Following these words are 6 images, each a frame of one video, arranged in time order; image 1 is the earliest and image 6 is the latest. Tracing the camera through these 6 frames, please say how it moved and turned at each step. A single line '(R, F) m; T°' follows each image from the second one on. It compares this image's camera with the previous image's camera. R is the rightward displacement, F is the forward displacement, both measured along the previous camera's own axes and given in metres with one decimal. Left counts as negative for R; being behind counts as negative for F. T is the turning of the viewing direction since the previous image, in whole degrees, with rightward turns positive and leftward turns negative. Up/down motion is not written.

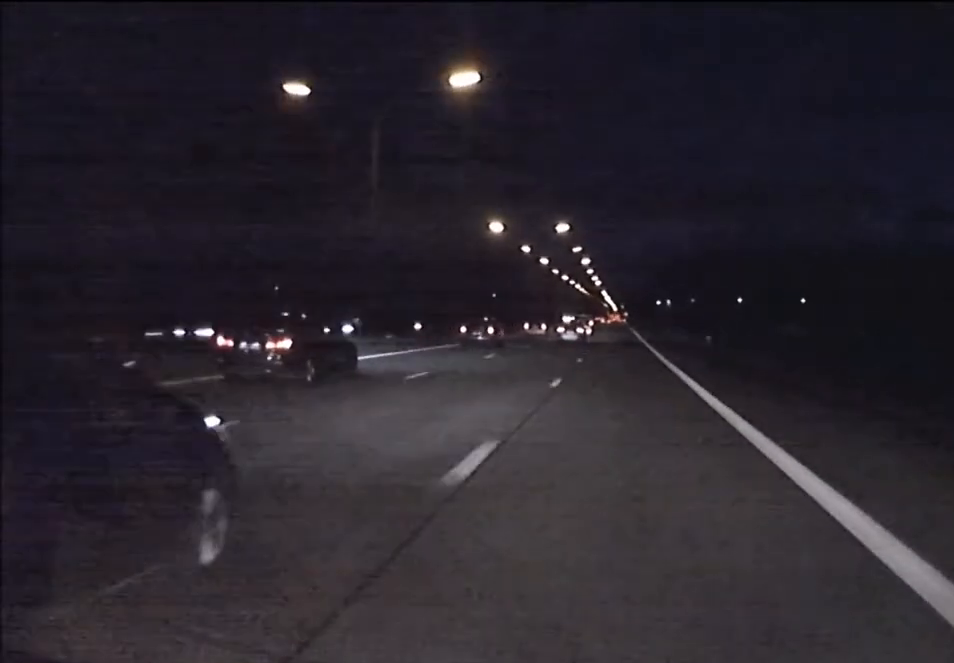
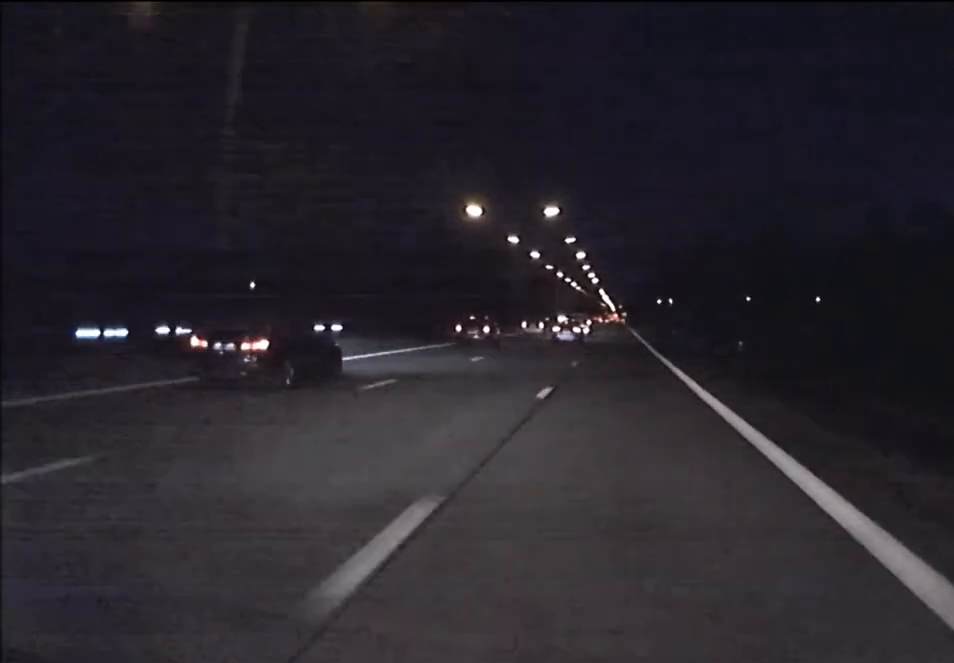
(0.0, +14.6) m; 0°
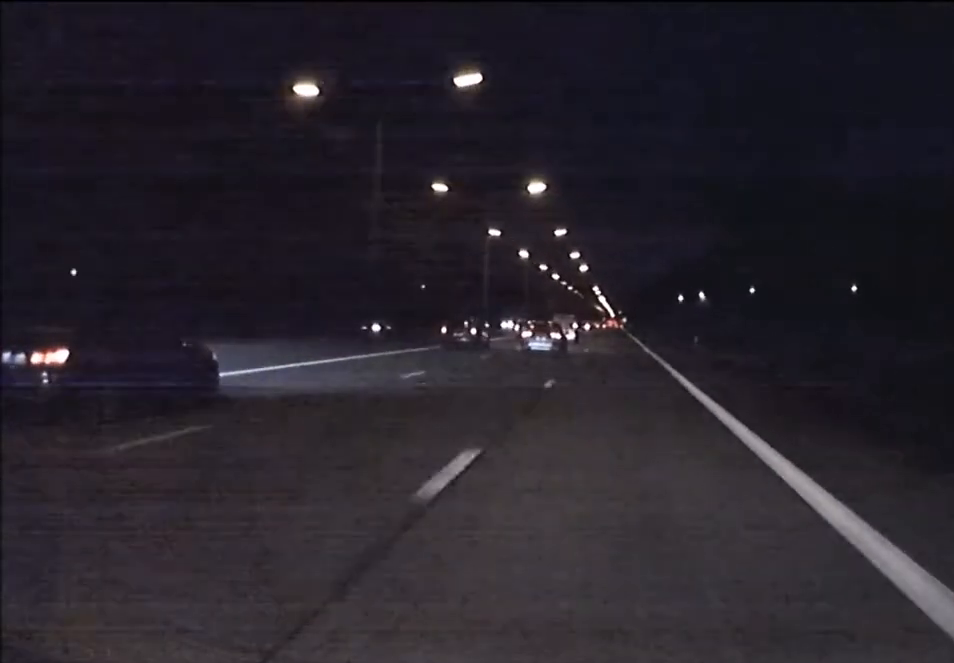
(+0.3, +84.9) m; 0°
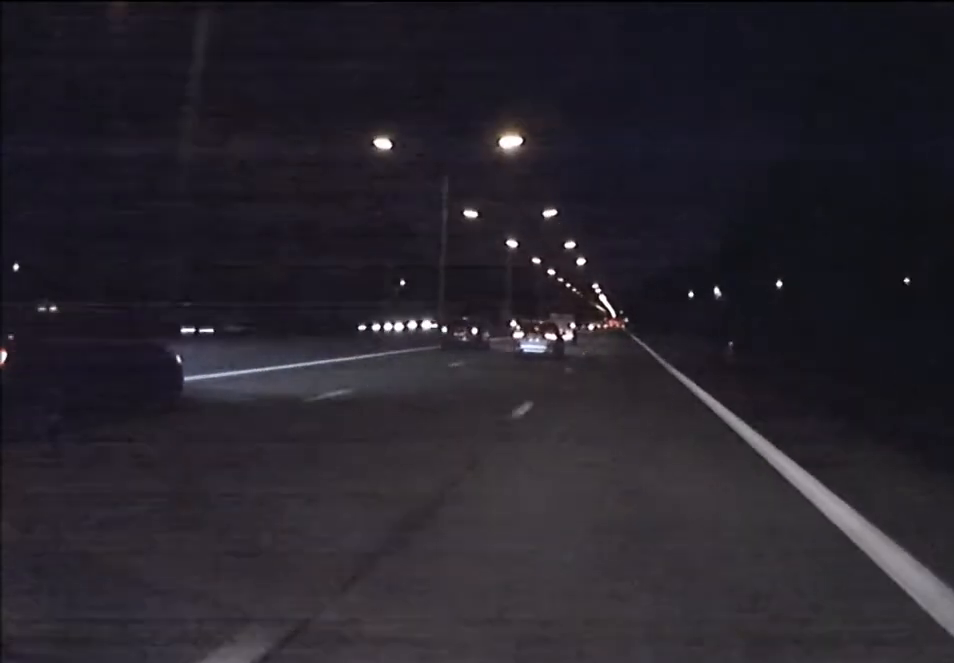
(0.0, +18.9) m; 0°
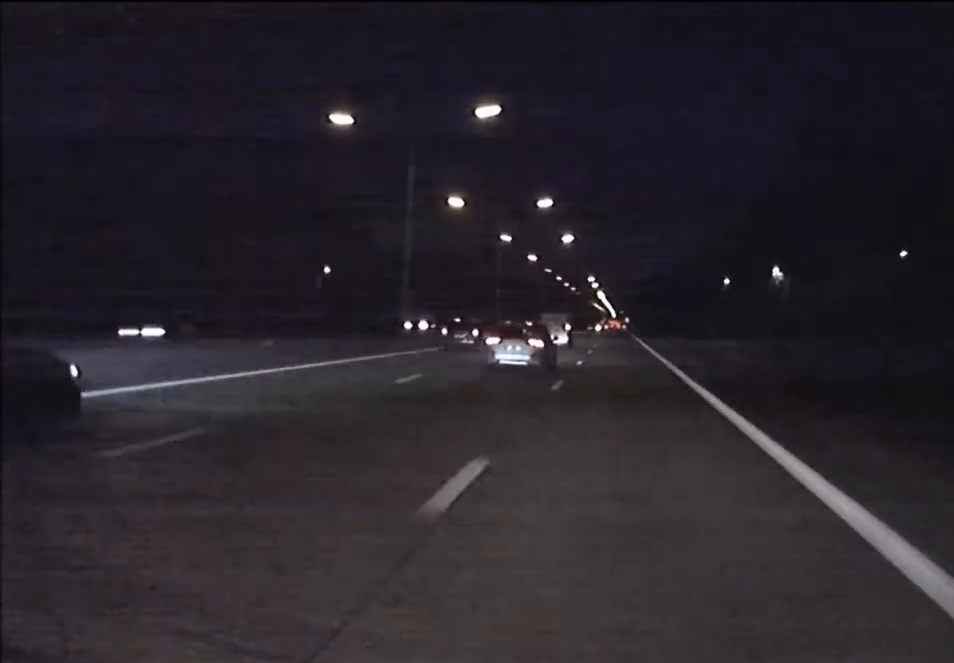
(-0.1, +44.1) m; 0°
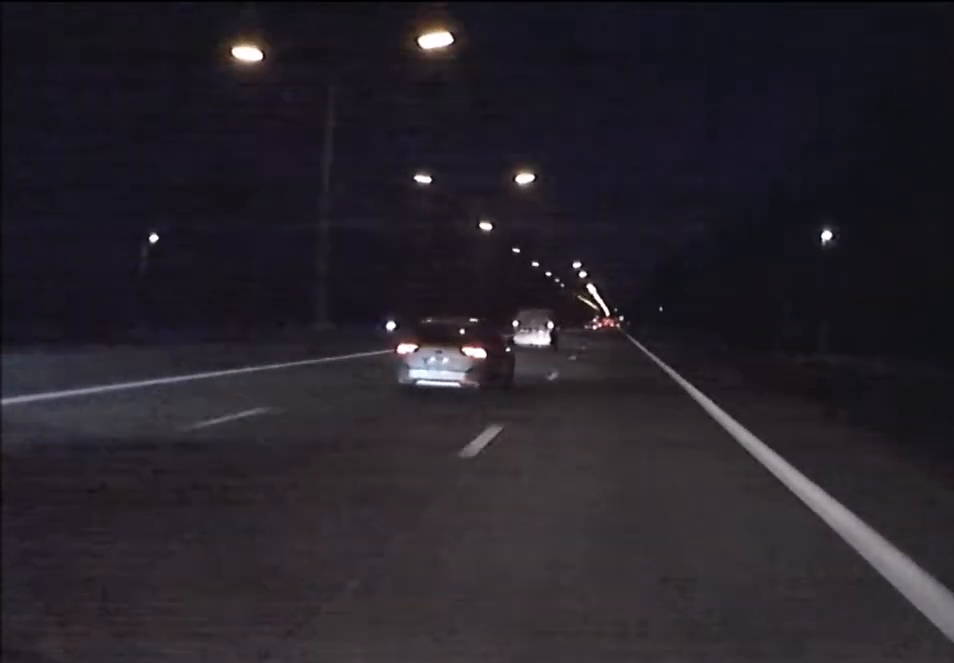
(+0.1, +46.4) m; 0°
